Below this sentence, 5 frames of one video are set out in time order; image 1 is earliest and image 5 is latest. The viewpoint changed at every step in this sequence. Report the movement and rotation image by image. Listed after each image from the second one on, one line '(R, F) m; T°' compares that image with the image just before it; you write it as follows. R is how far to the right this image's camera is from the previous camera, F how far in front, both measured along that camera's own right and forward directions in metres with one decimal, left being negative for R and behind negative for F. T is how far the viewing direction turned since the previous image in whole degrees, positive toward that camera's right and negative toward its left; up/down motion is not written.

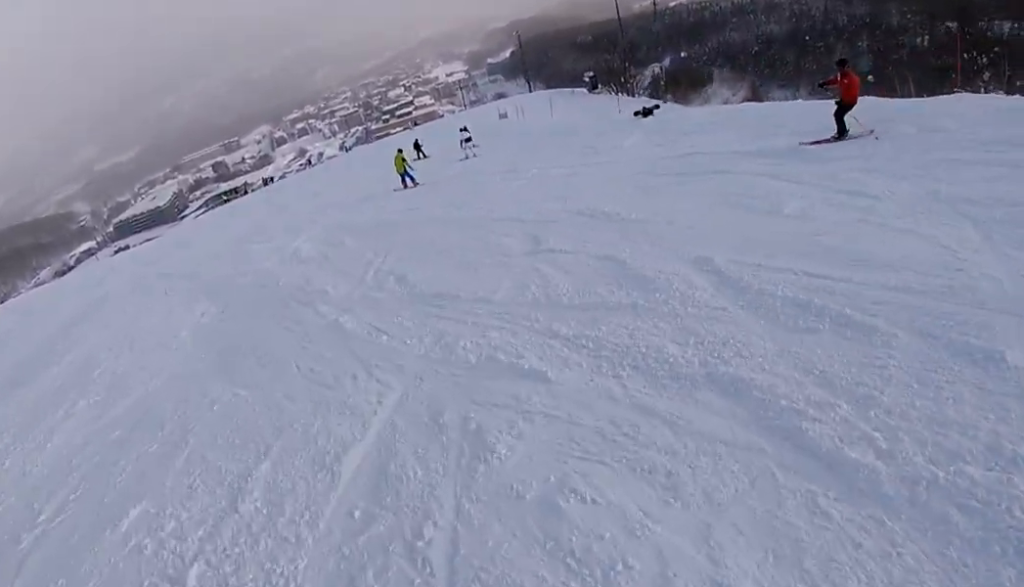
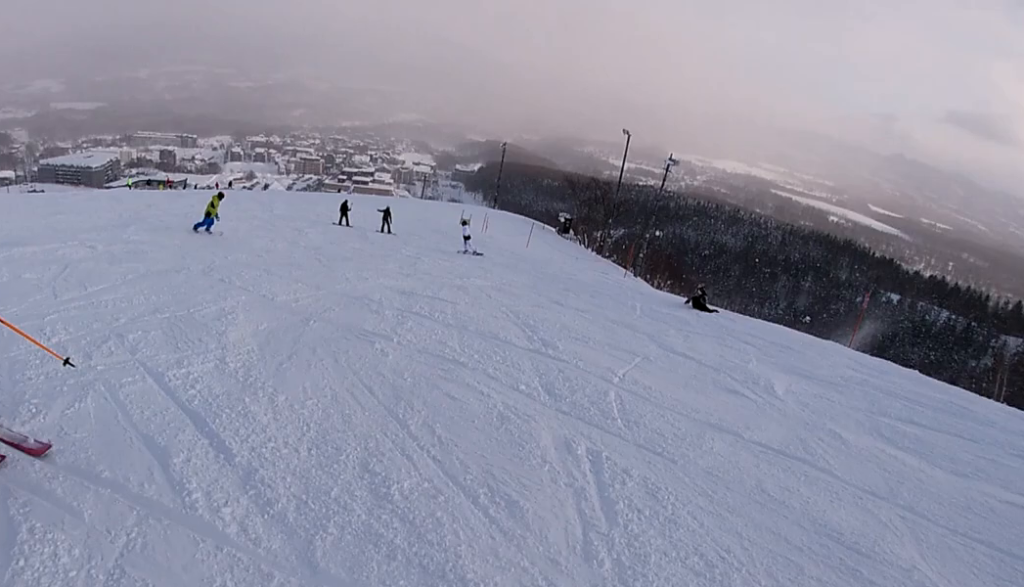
(+1.8, +12.6) m; +8°
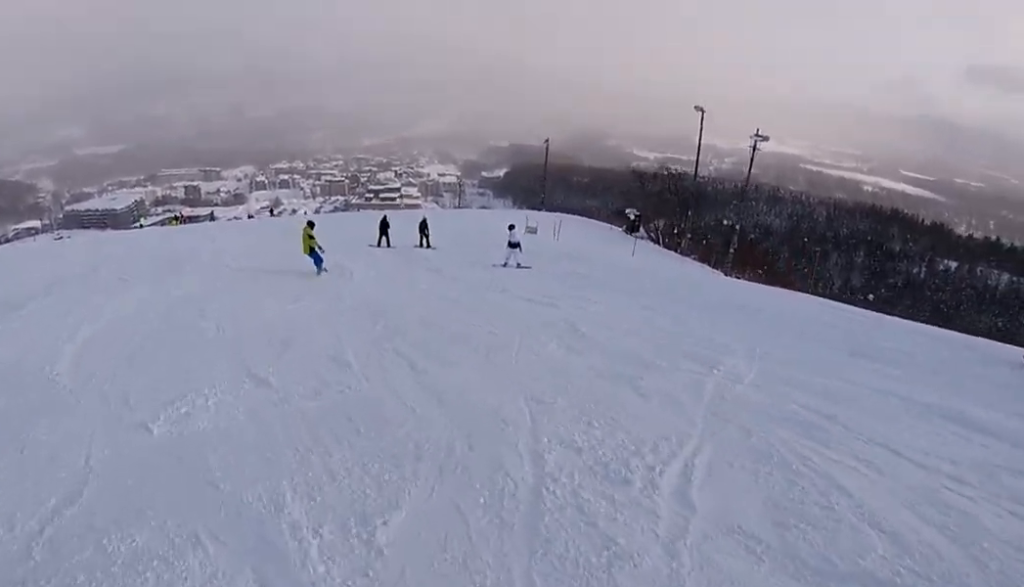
(-0.1, +10.6) m; +9°
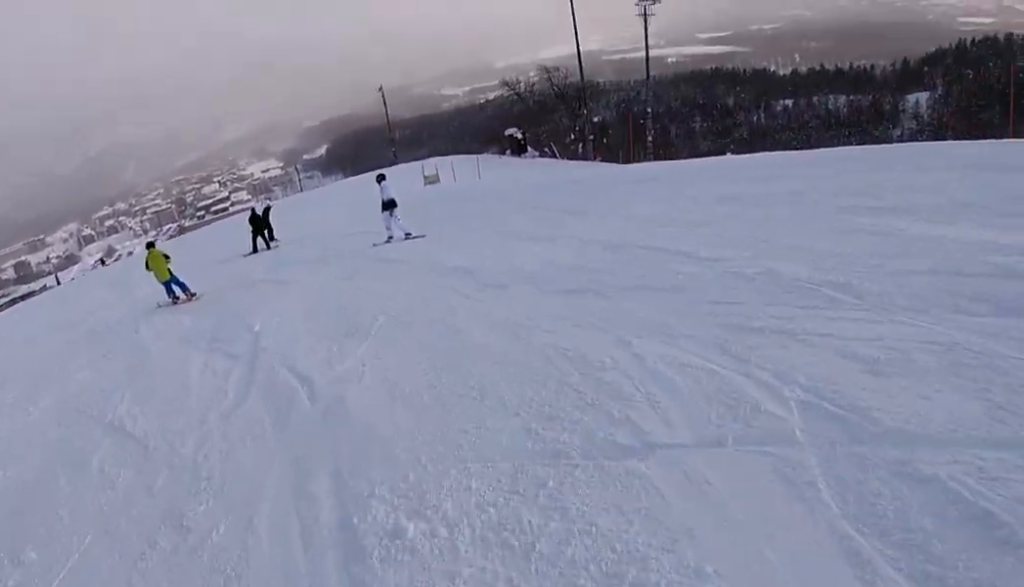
(+2.6, +13.3) m; +16°
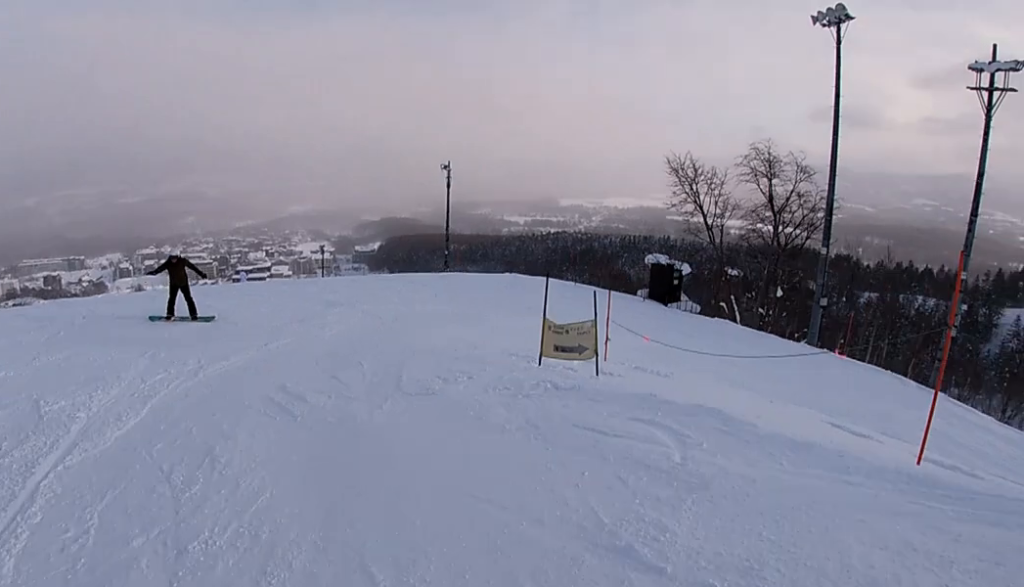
(-0.6, +24.5) m; -12°
